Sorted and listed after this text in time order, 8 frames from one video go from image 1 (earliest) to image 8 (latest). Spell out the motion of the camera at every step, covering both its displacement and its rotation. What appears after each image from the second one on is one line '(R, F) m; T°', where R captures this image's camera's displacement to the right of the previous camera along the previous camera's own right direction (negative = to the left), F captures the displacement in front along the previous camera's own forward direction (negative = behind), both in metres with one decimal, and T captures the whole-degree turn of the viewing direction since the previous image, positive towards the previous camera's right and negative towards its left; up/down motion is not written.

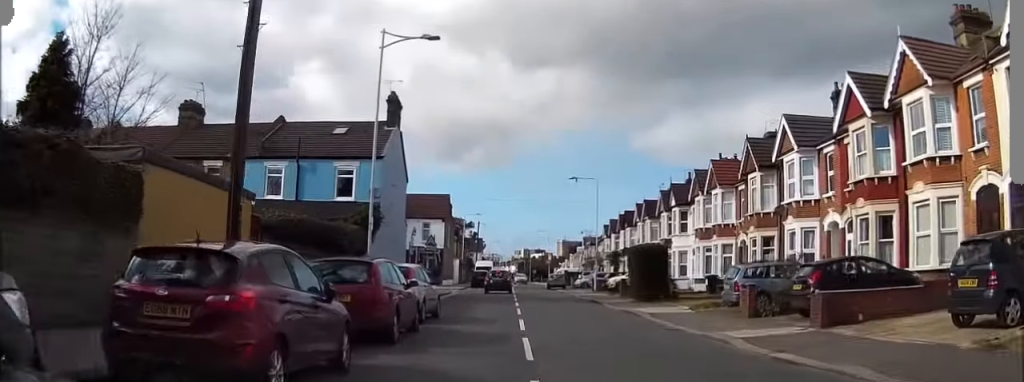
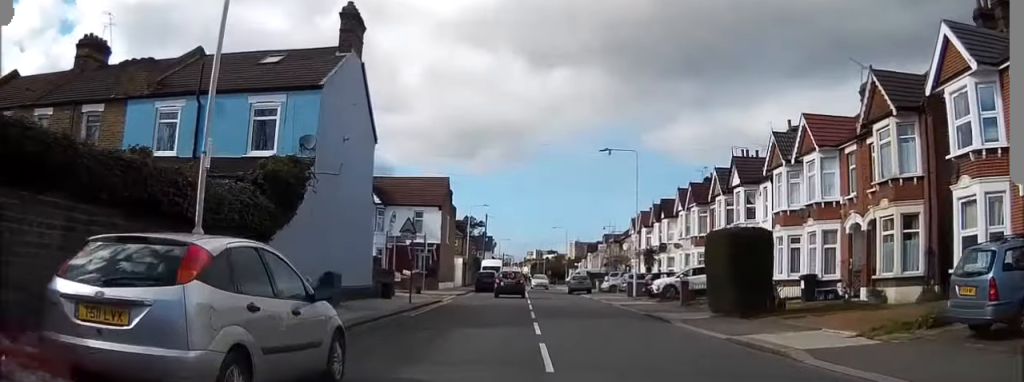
(-0.1, +13.0) m; -1°
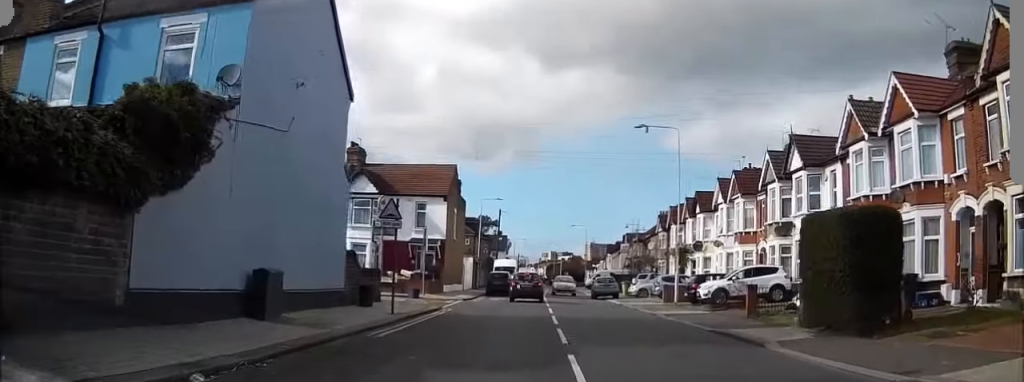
(0.0, +7.0) m; 0°
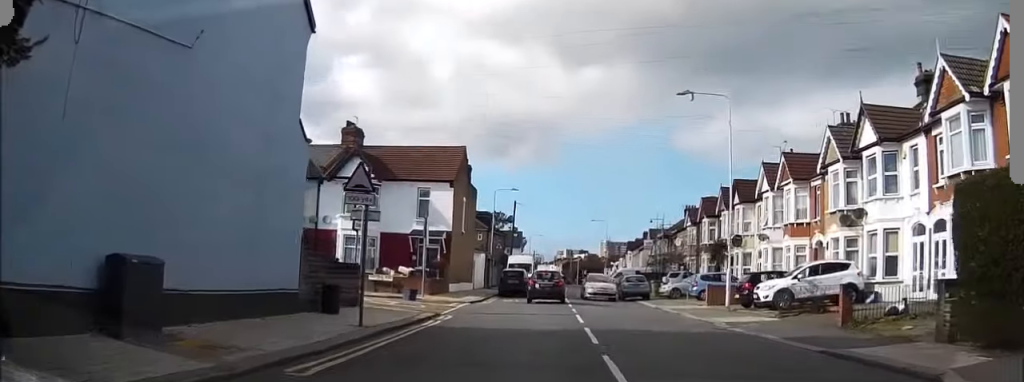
(0.0, +6.1) m; 0°
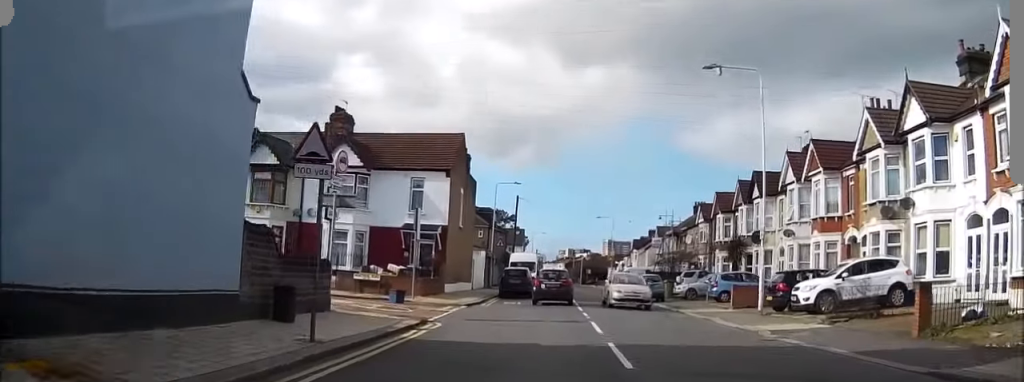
(0.0, +3.6) m; 0°
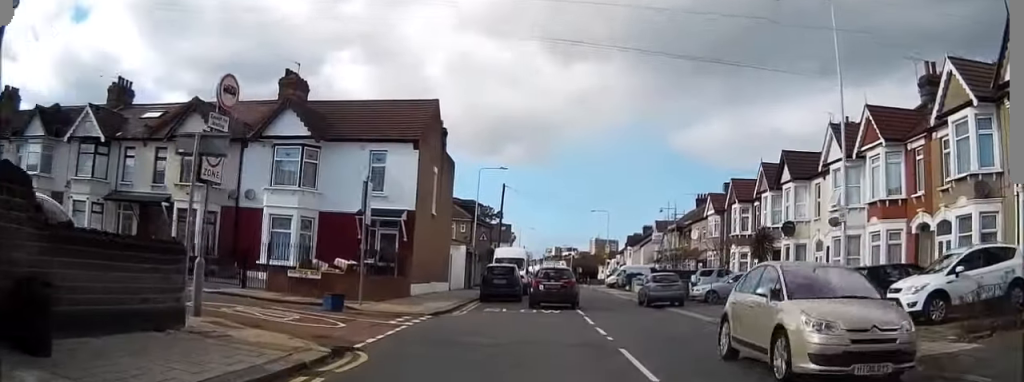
(0.0, +7.4) m; 0°
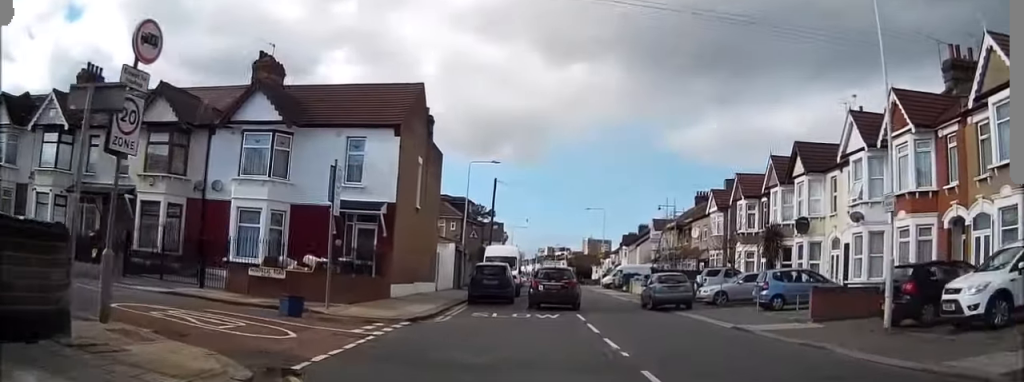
(0.0, +2.9) m; 0°
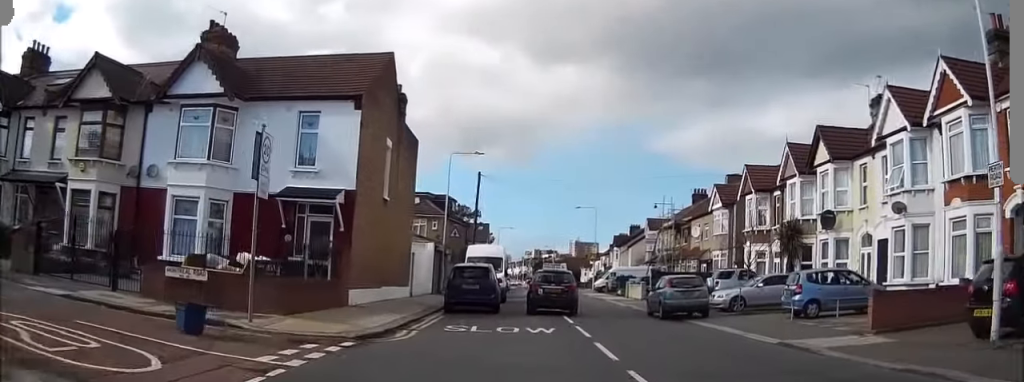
(0.0, +4.5) m; 0°
